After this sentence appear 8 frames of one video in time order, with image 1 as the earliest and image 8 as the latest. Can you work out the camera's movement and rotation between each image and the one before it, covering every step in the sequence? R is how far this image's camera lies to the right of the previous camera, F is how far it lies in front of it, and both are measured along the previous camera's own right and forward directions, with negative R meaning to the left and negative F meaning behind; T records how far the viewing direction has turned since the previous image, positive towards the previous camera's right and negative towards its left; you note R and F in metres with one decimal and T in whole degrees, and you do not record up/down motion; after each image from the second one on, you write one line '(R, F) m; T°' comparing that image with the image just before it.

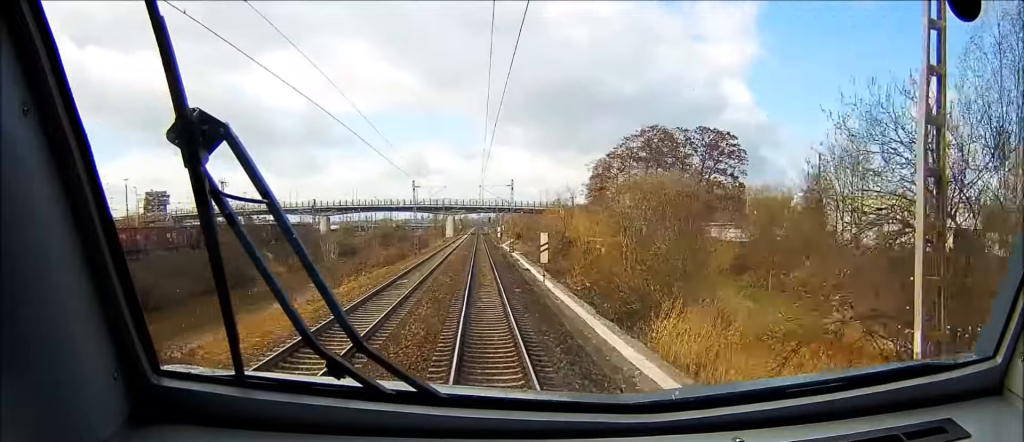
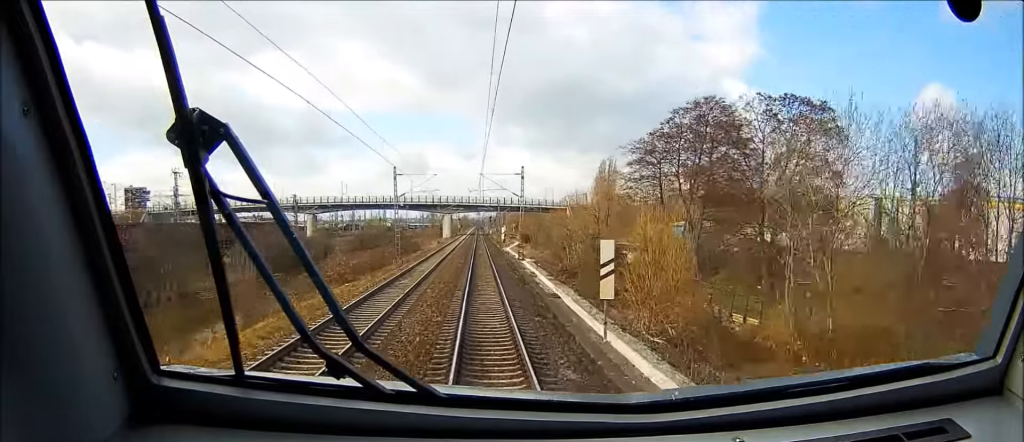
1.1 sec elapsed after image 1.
(-0.1, +18.3) m; 0°
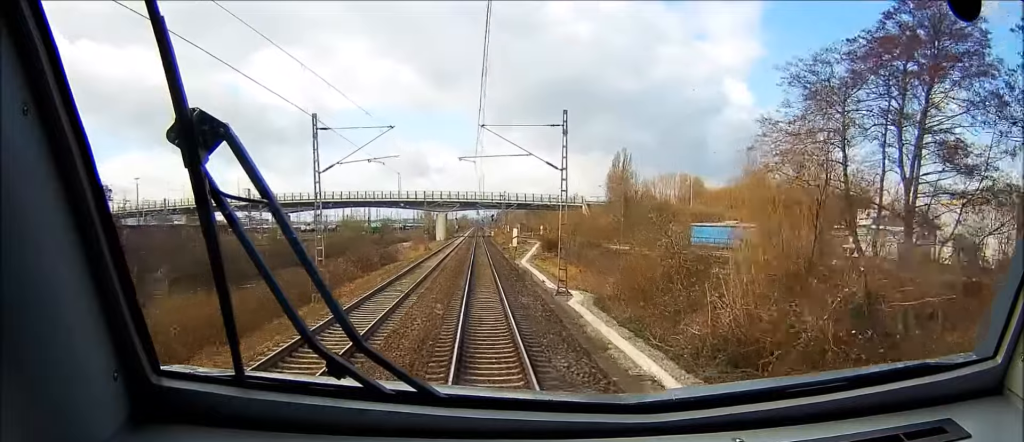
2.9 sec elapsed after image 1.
(-0.1, +29.9) m; -1°
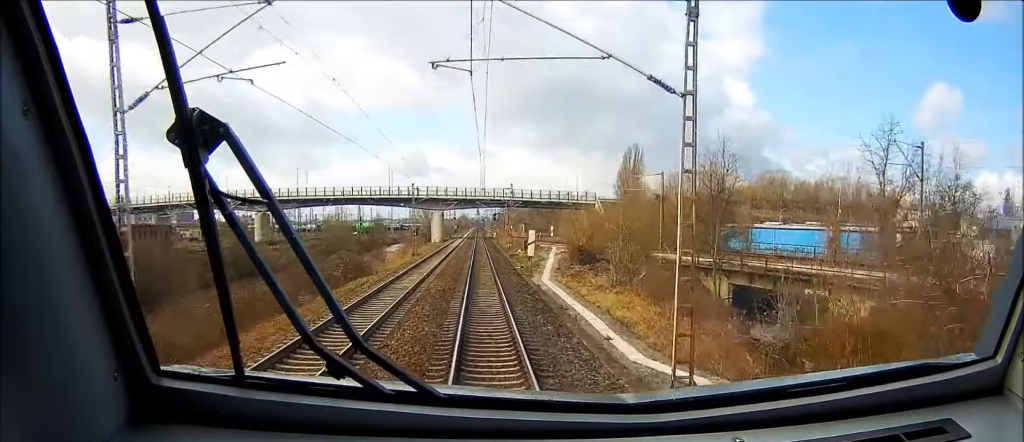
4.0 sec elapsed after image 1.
(-0.1, +18.9) m; 0°
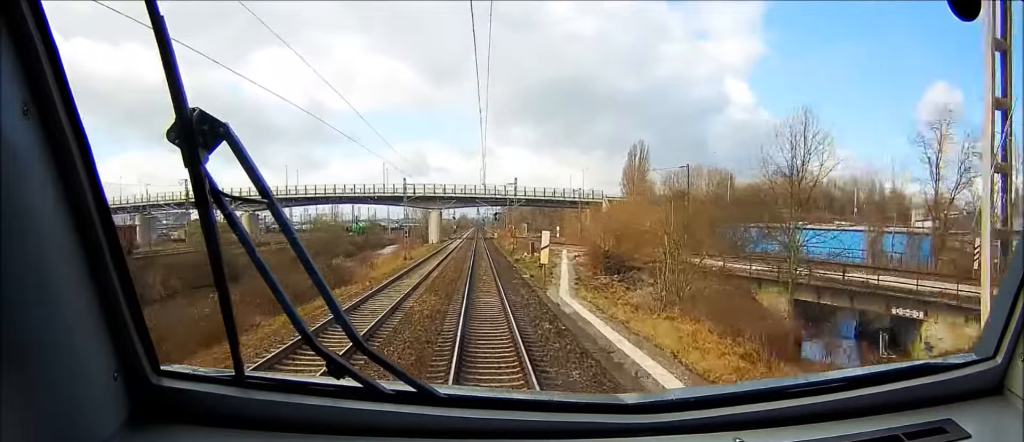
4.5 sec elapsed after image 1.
(-0.1, +8.3) m; 0°
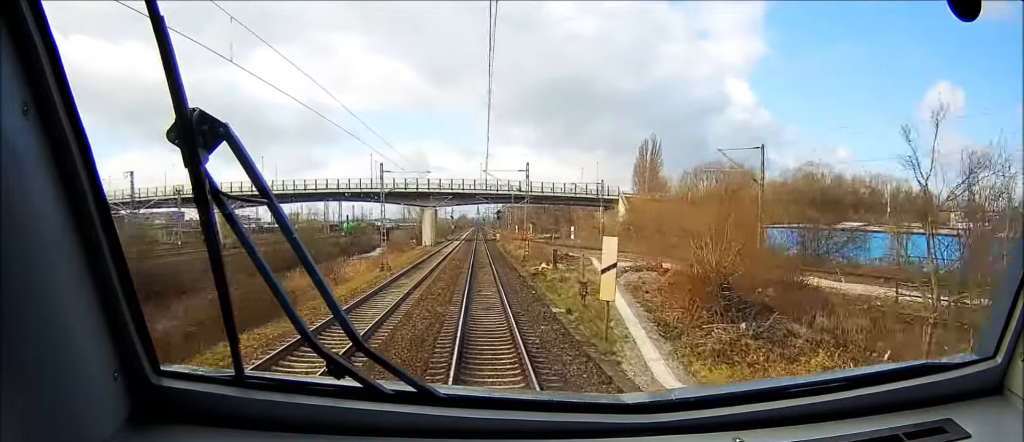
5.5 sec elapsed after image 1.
(+0.2, +16.6) m; +1°
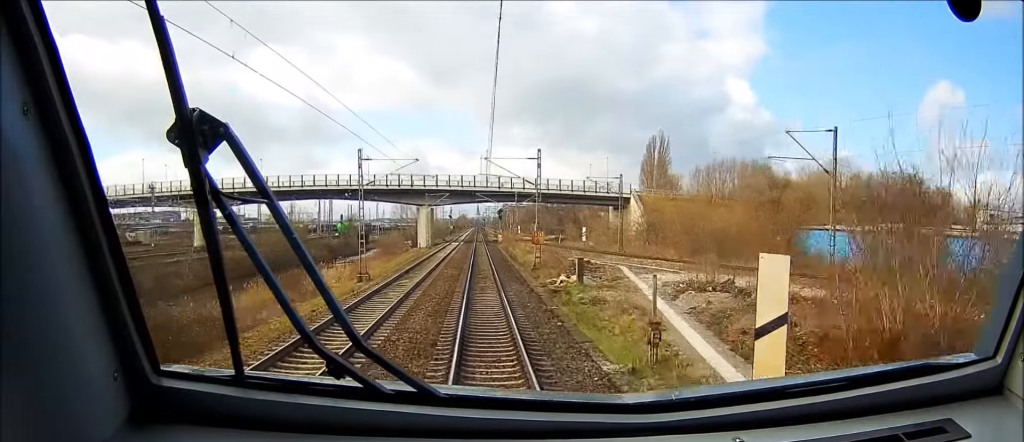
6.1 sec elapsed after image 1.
(0.0, +10.0) m; 0°
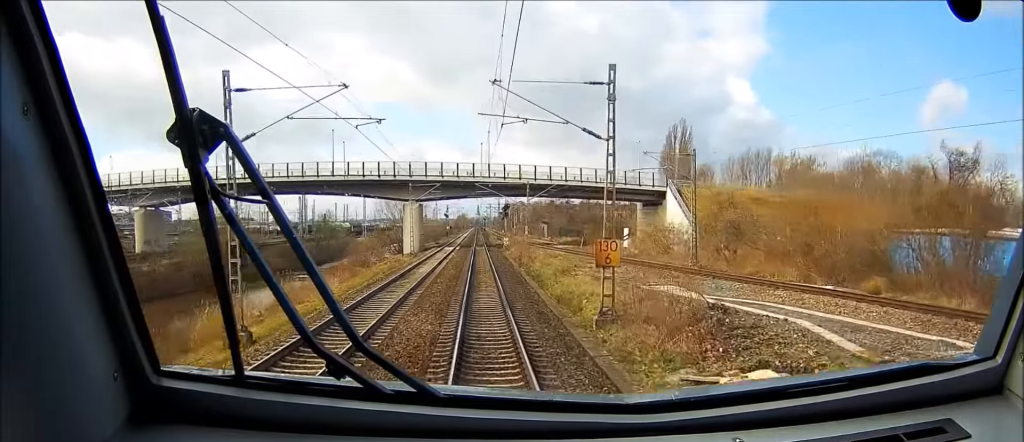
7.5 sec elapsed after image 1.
(-0.1, +23.2) m; -1°
